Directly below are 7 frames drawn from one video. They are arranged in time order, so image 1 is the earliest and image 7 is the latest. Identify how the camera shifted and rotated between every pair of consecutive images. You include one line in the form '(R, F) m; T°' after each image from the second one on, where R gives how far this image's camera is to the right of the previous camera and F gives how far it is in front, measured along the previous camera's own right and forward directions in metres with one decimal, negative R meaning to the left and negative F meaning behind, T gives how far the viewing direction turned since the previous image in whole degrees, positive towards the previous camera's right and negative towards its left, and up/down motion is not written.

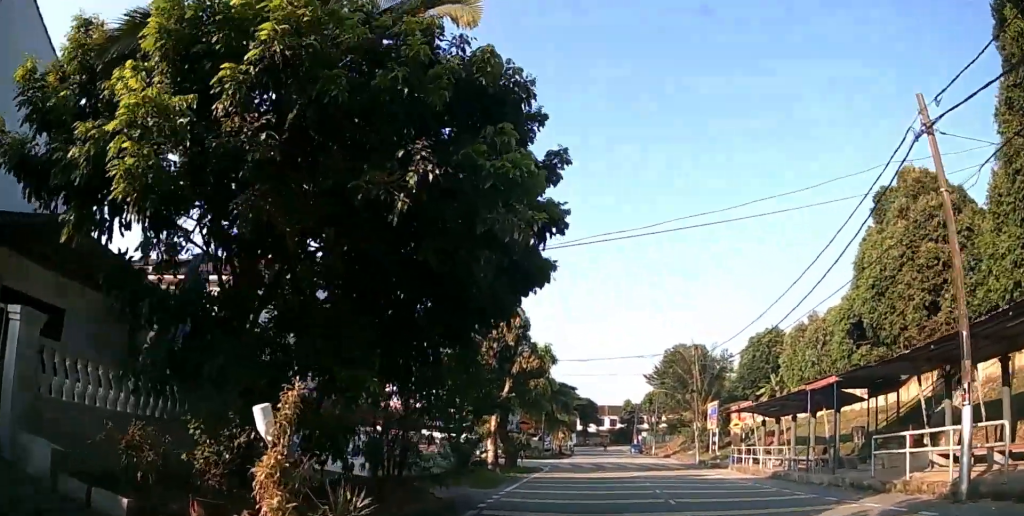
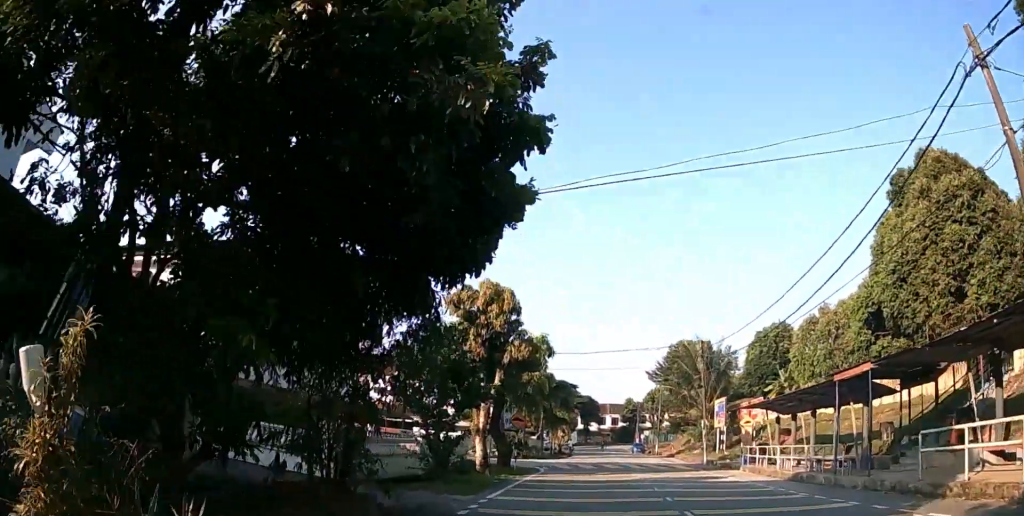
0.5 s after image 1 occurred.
(+0.1, +2.4) m; 0°
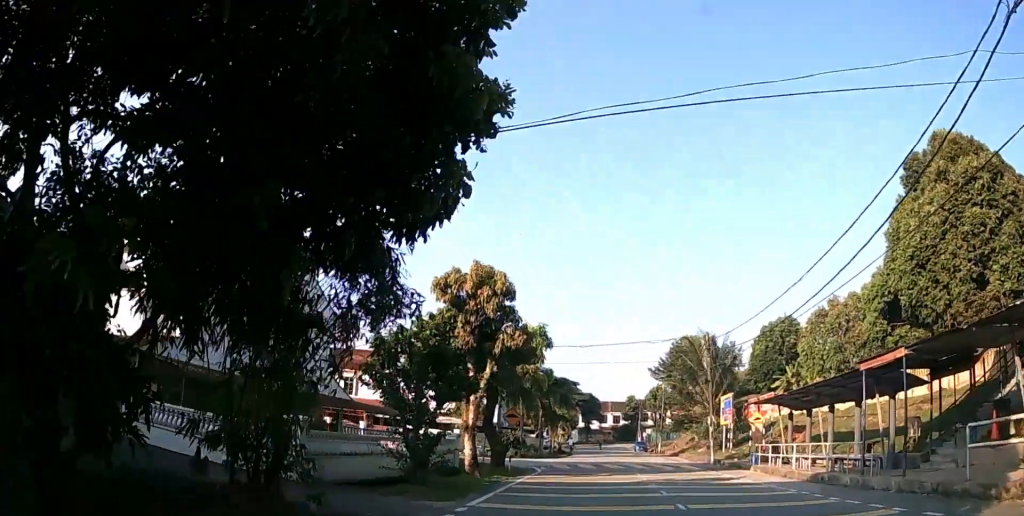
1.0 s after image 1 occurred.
(+0.1, +2.0) m; -1°
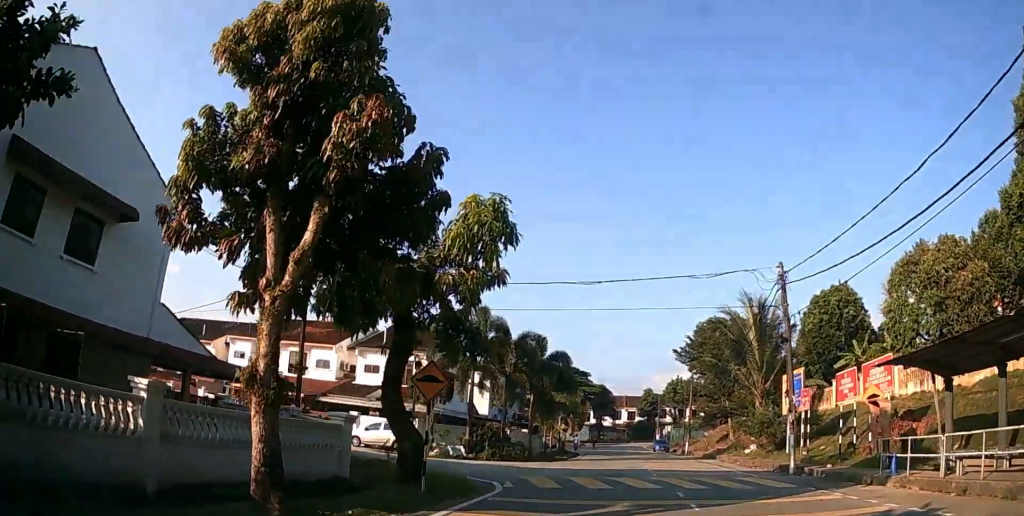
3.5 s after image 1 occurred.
(-0.9, +12.3) m; -5°
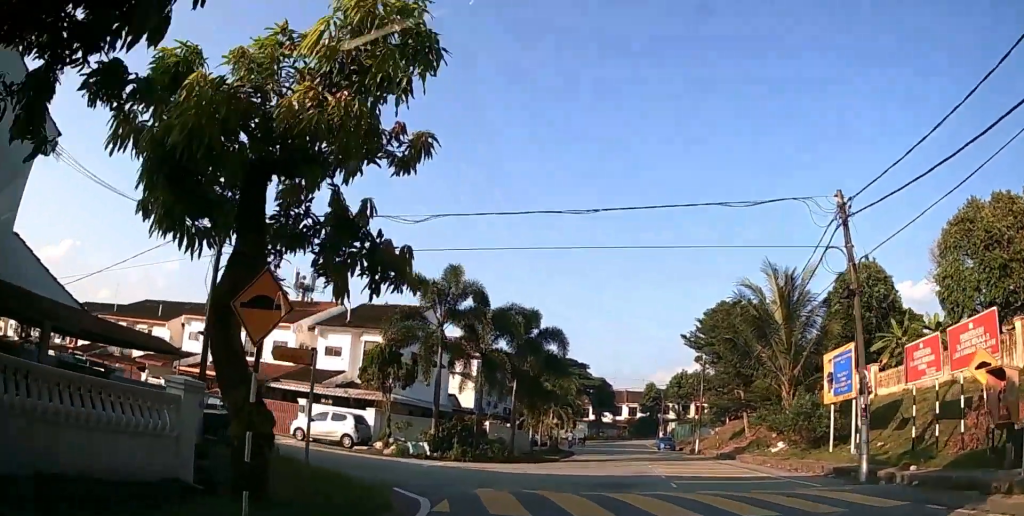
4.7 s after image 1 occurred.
(0.0, +6.0) m; -1°
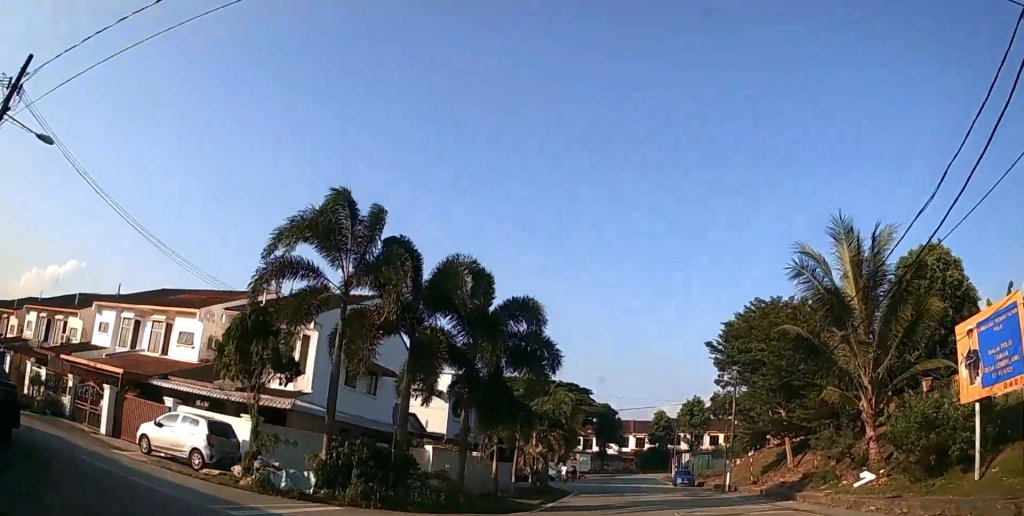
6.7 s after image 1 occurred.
(-0.1, +10.0) m; -1°
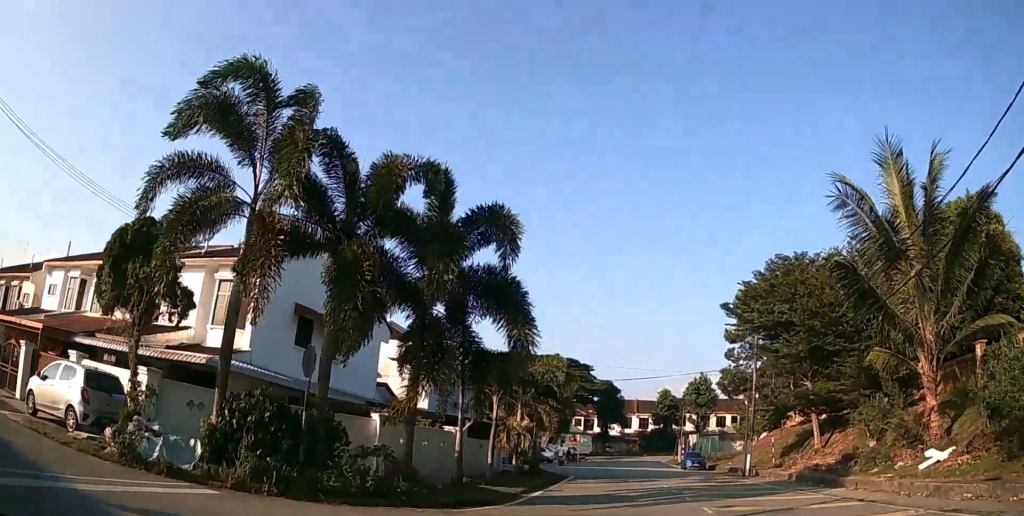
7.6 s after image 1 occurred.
(0.0, +4.5) m; -1°
